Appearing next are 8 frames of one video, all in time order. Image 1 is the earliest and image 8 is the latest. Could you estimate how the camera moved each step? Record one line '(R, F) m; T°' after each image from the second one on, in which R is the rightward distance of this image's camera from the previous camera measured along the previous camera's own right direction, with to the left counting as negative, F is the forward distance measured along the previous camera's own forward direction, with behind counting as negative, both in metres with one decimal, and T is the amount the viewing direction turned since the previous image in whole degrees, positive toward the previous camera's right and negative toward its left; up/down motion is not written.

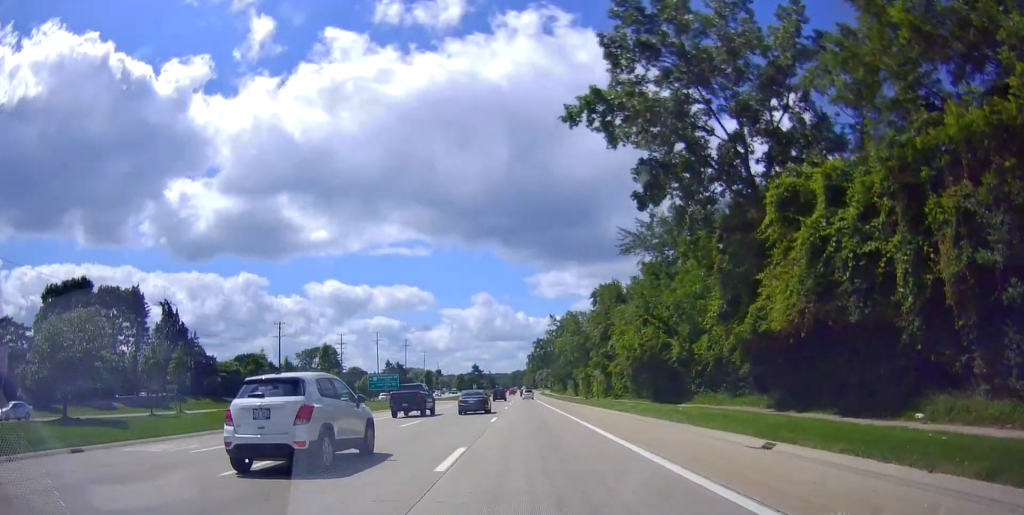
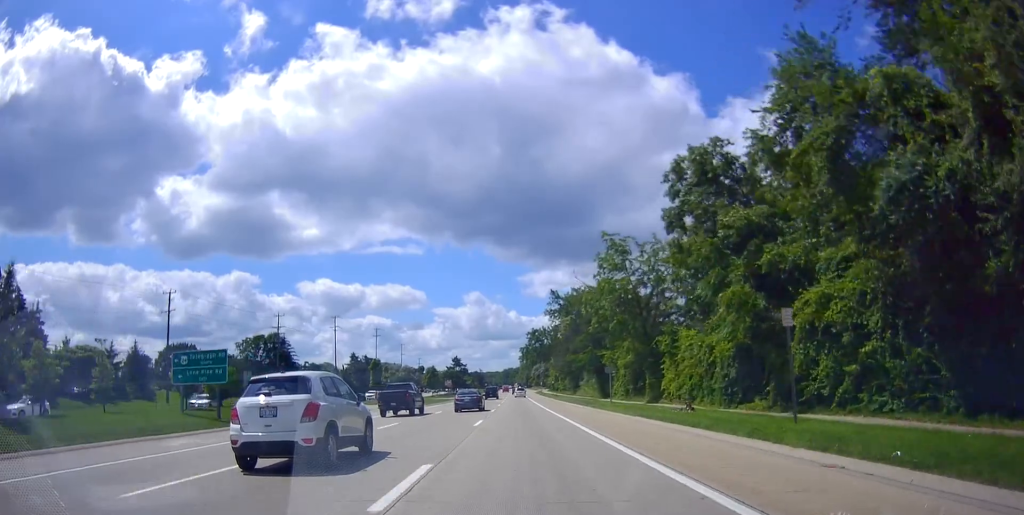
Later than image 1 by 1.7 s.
(+0.5, +39.2) m; -1°
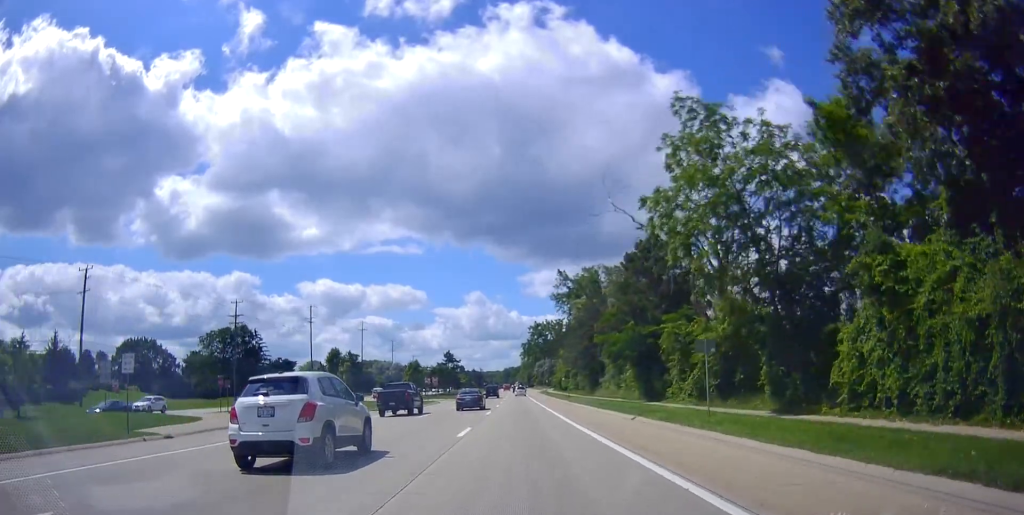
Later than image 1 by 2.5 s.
(-1.2, +19.6) m; -1°
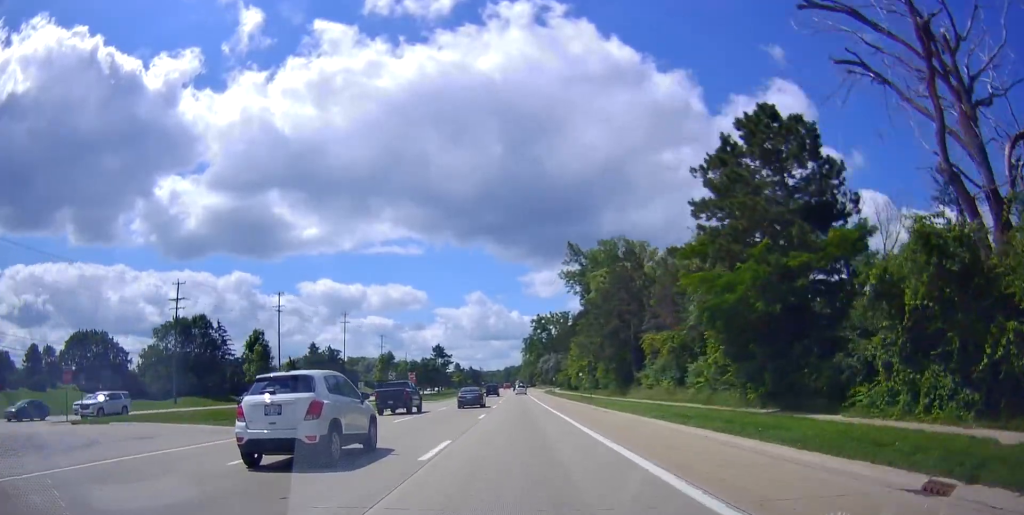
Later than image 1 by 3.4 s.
(+1.0, +20.6) m; +1°
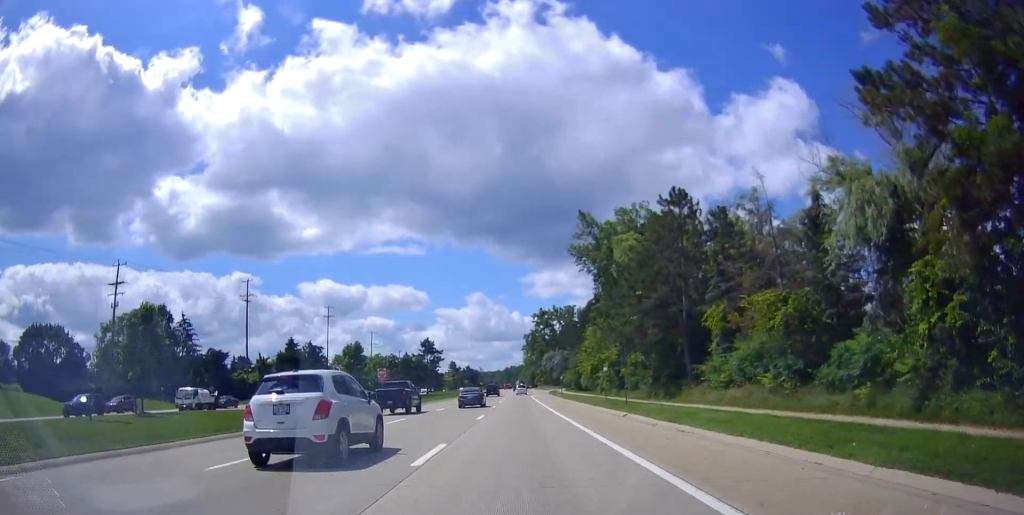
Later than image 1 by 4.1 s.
(-0.3, +15.8) m; 0°
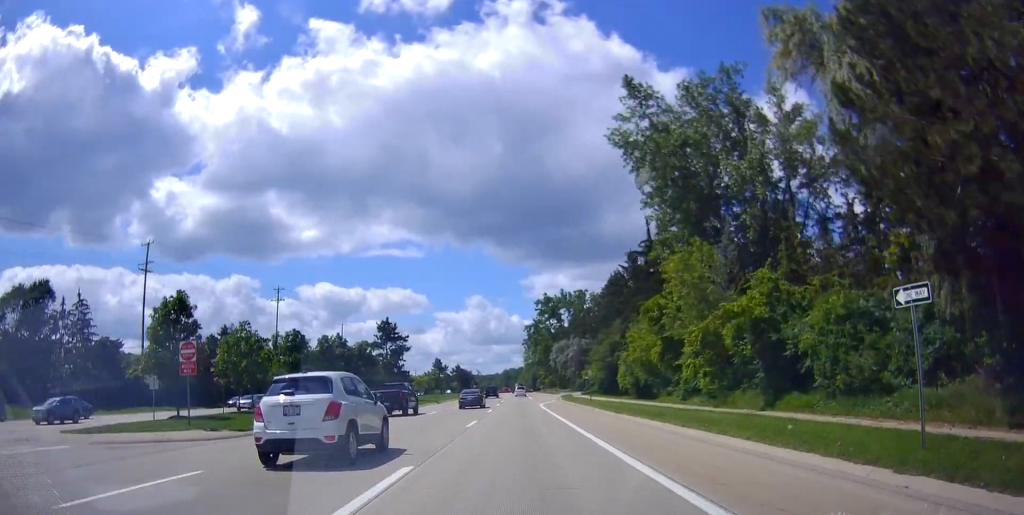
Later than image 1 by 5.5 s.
(+0.2, +33.1) m; +1°
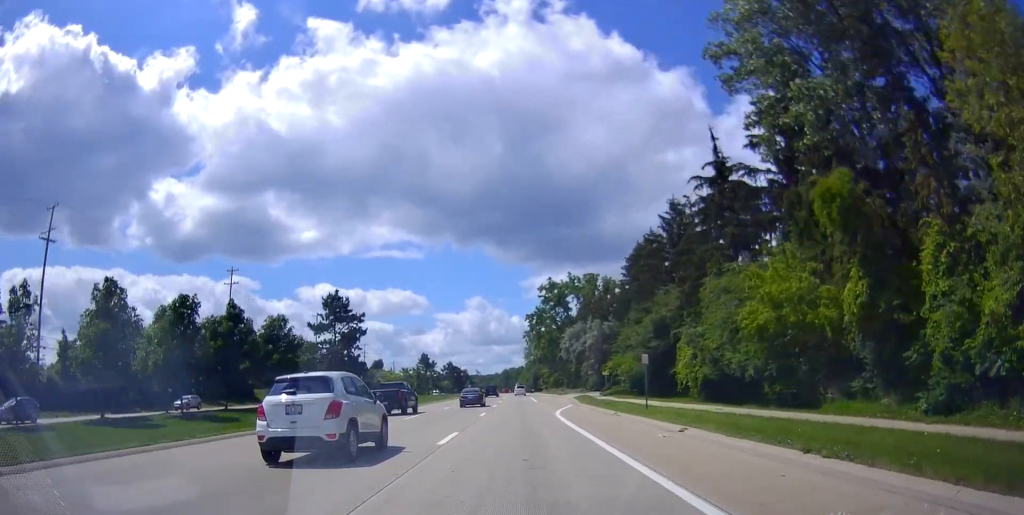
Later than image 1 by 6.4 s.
(-0.2, +21.3) m; -1°
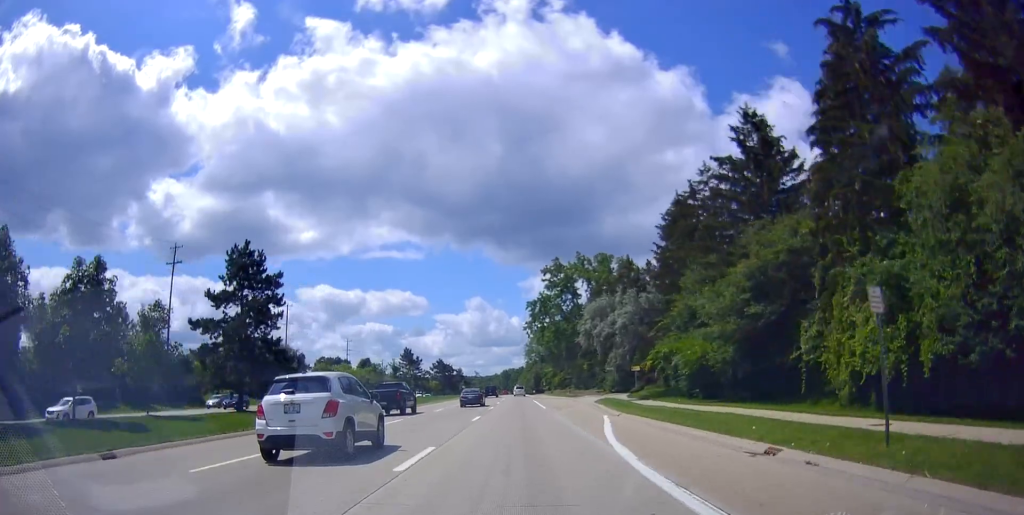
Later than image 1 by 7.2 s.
(-0.3, +19.1) m; 0°
